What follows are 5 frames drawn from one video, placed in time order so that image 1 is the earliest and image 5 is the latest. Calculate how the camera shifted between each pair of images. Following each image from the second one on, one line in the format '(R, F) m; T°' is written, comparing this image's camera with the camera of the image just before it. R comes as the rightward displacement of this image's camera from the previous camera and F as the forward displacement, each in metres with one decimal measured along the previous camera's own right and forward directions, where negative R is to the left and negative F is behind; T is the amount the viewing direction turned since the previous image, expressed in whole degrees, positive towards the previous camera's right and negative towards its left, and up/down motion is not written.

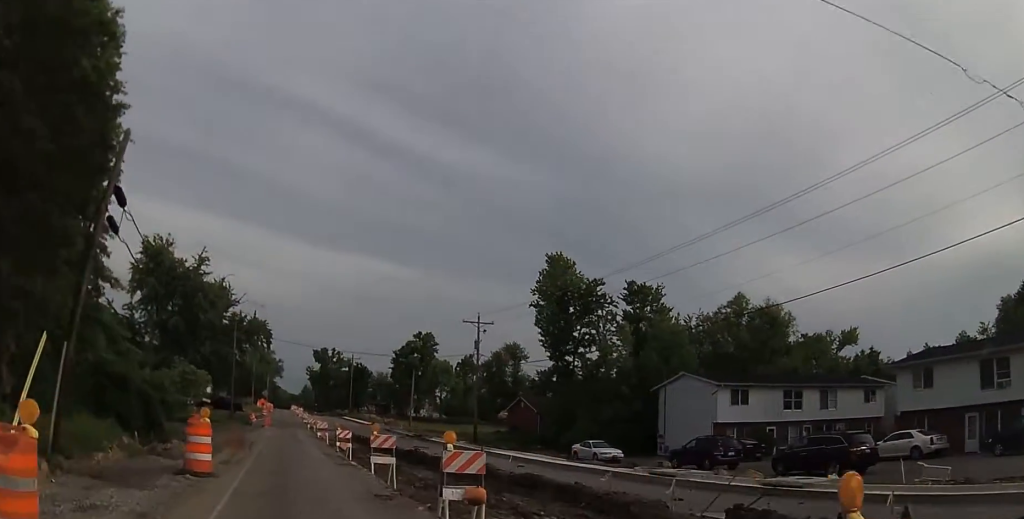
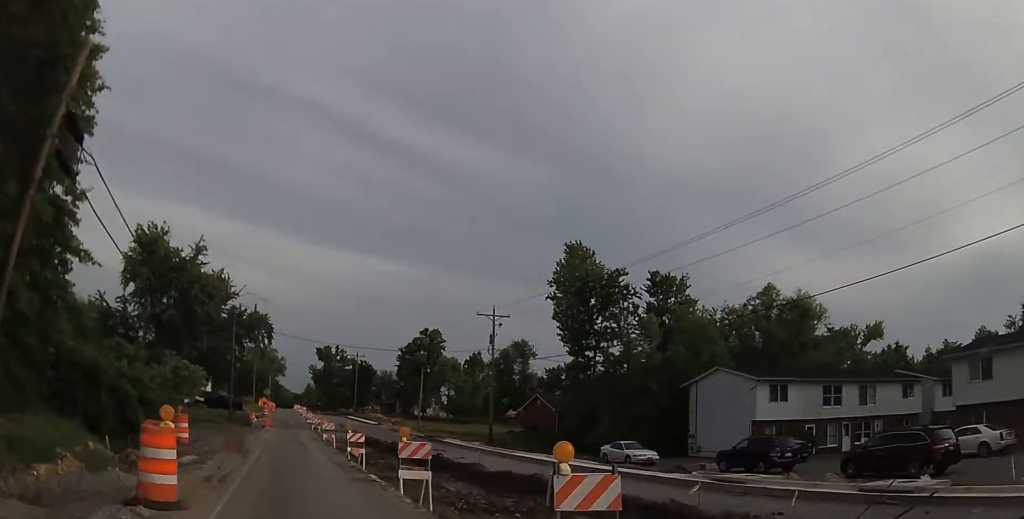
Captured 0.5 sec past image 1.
(0.0, +4.0) m; 0°
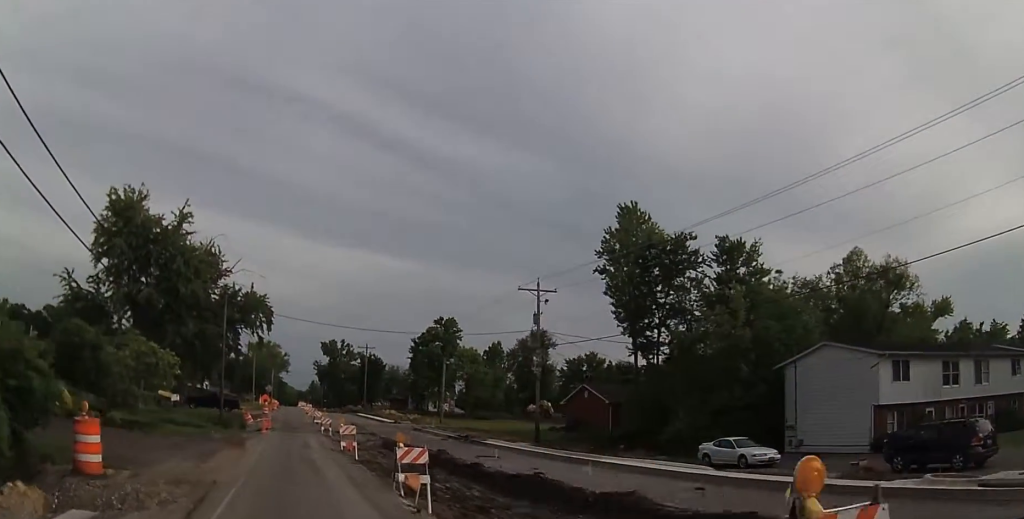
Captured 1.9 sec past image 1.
(0.0, +10.4) m; 0°
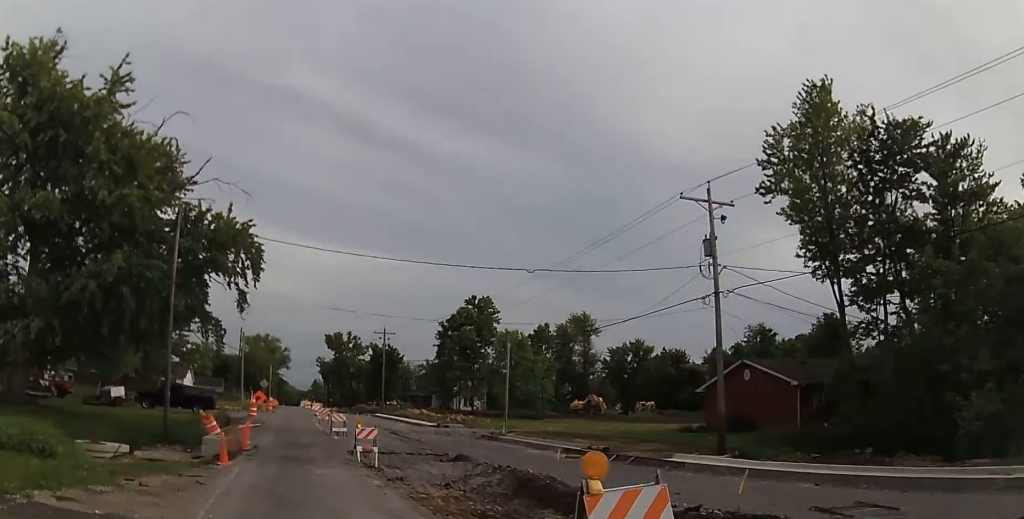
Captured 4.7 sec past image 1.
(+0.8, +22.3) m; +2°
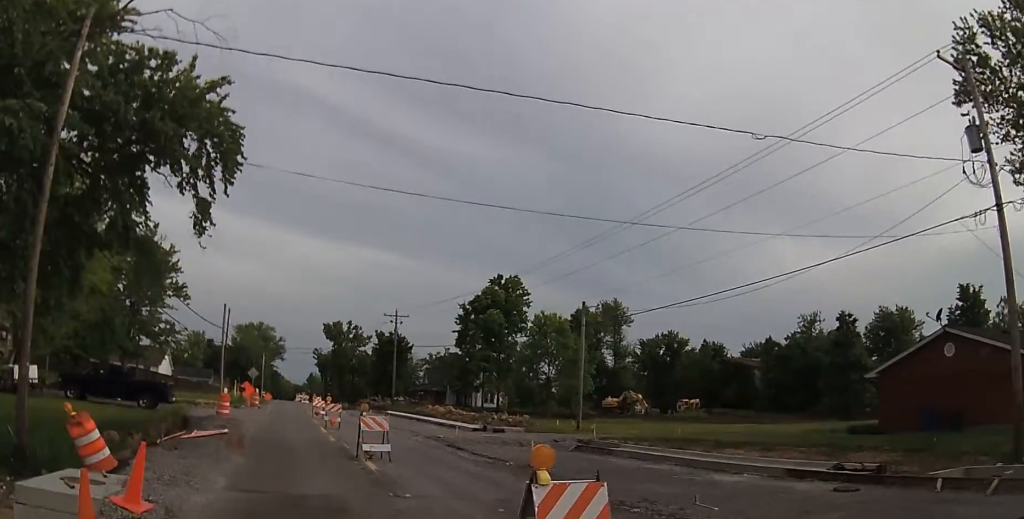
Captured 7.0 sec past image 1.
(+0.1, +15.6) m; +3°
